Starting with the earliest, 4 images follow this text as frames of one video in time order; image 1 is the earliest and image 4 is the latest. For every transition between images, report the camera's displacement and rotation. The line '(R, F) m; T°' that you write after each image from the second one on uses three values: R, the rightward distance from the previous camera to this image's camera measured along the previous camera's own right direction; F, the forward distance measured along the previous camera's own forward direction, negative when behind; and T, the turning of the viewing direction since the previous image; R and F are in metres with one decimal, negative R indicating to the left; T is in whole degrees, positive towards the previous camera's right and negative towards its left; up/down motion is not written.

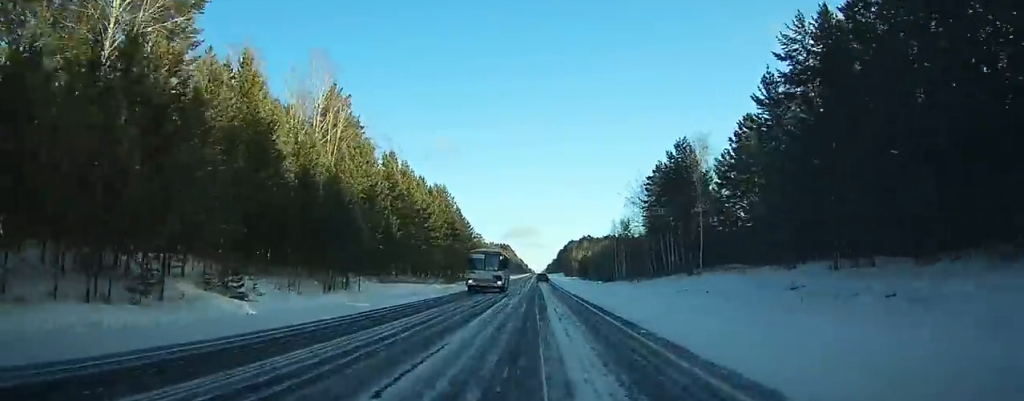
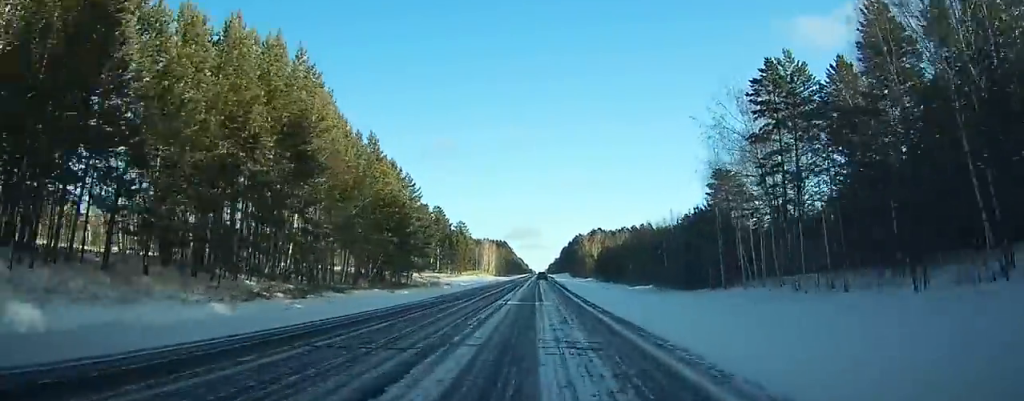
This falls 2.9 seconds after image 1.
(+0.4, +72.0) m; 0°
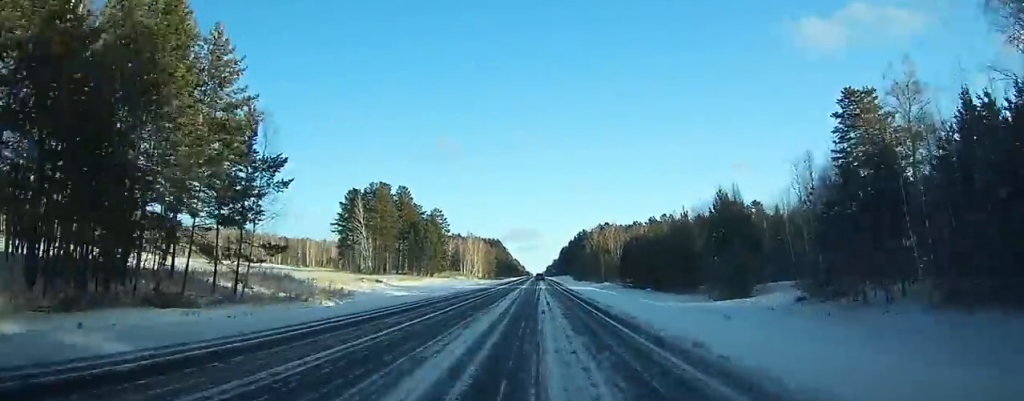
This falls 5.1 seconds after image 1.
(0.0, +53.3) m; 0°
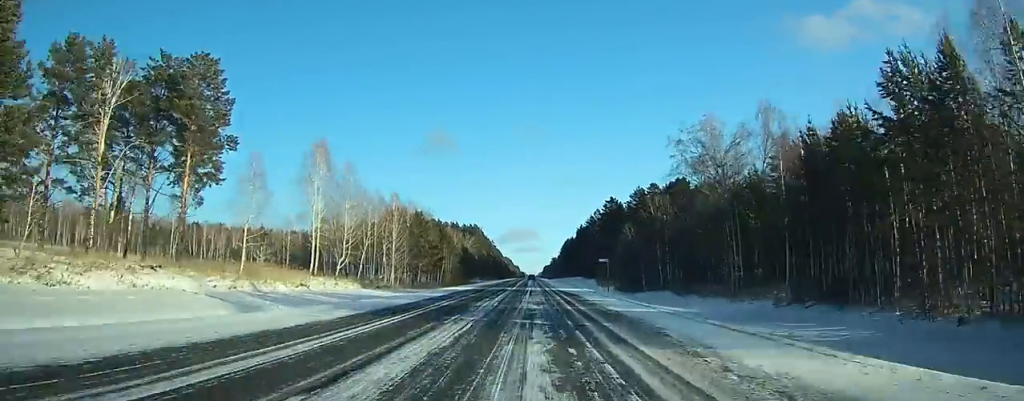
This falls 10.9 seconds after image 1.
(-0.7, +137.4) m; -1°
